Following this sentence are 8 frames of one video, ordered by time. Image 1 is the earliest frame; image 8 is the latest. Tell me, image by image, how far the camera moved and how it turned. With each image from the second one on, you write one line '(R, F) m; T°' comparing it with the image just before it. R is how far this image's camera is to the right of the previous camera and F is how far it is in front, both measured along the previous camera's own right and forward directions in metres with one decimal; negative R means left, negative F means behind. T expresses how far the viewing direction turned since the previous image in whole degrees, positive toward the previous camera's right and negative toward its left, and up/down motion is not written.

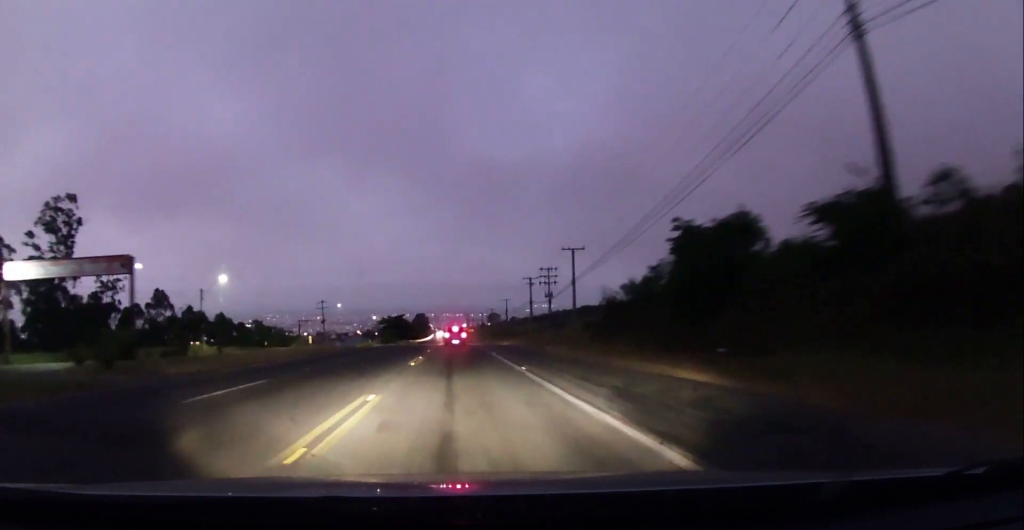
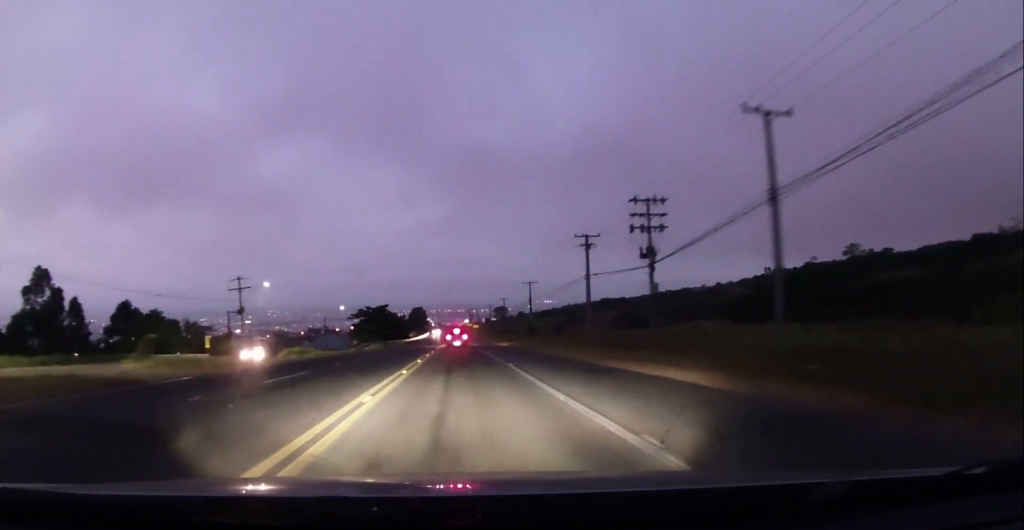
(-0.1, +44.3) m; 0°
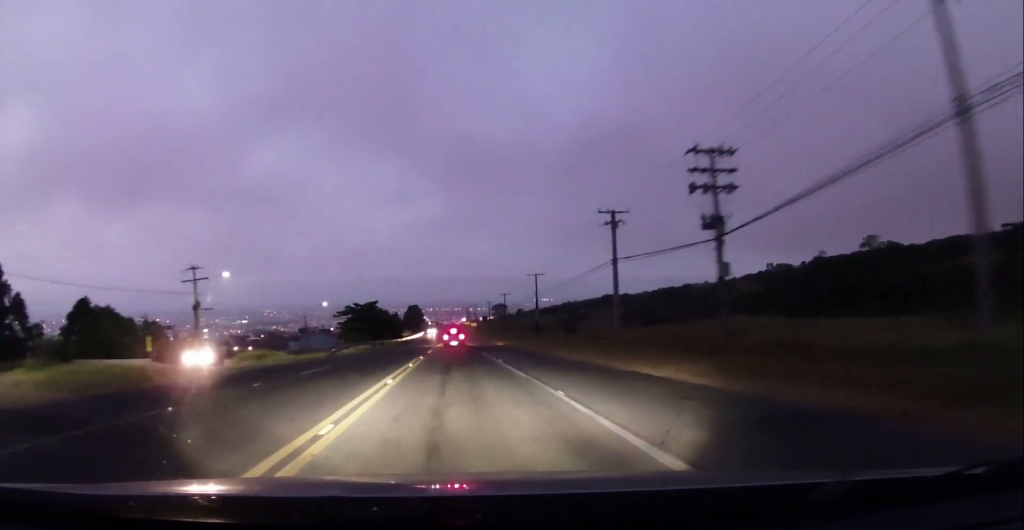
(+0.2, +11.6) m; 0°
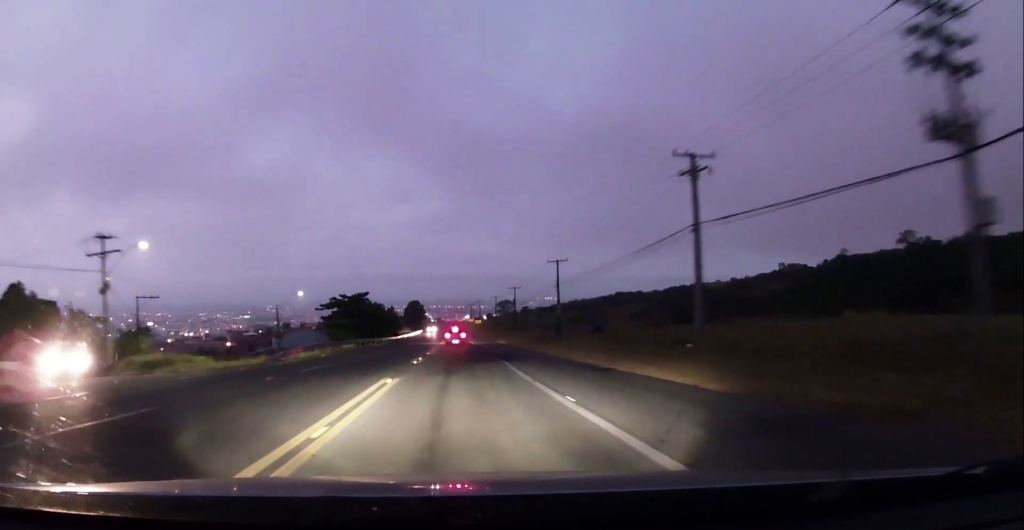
(-0.3, +16.6) m; -1°
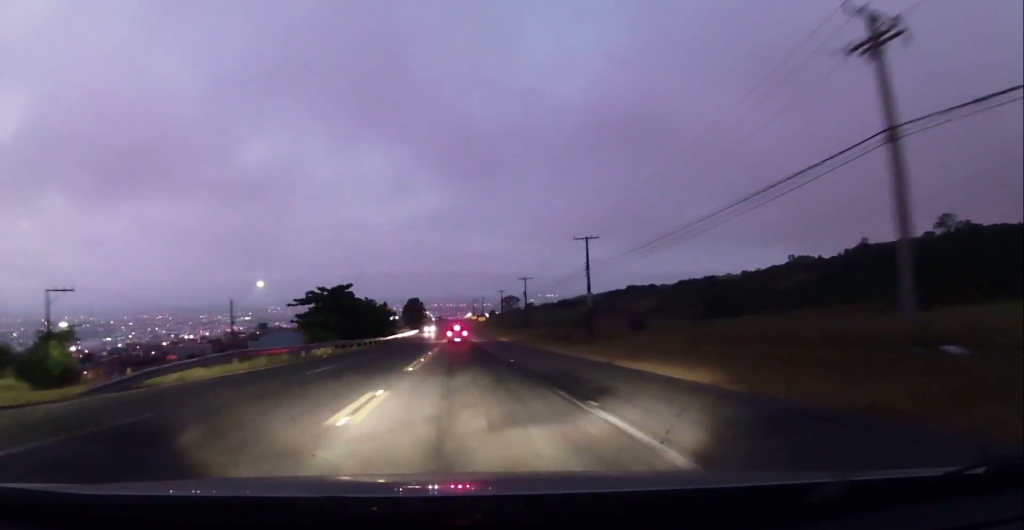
(-0.1, +16.5) m; 0°
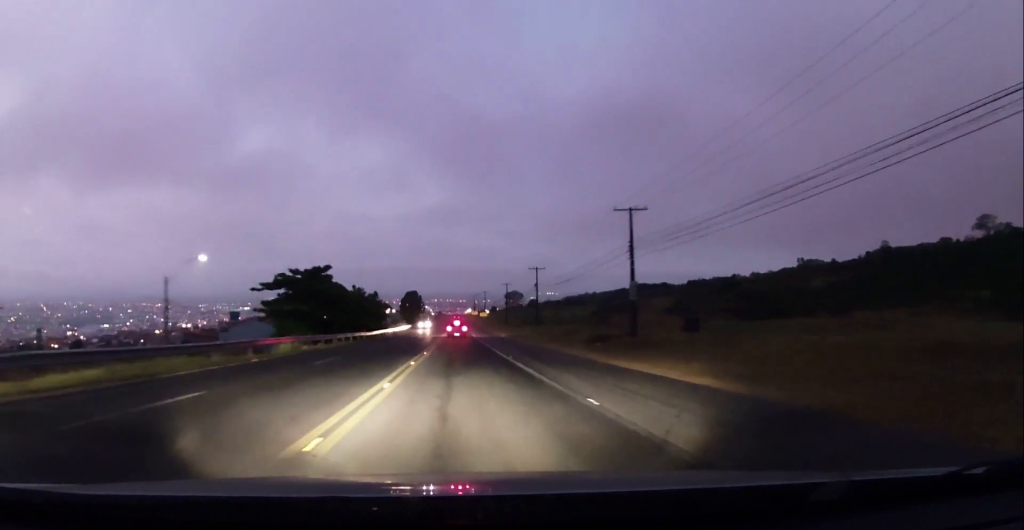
(0.0, +14.4) m; 0°
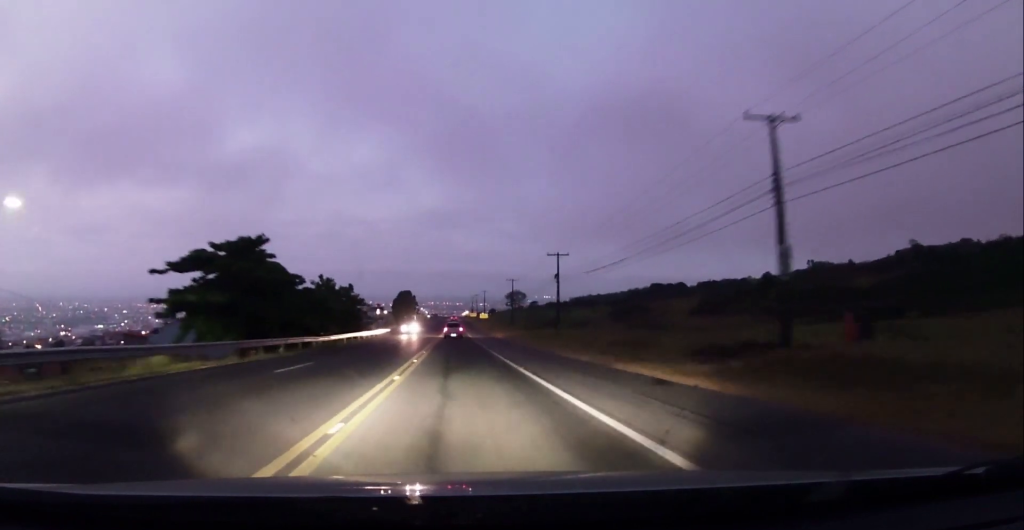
(+0.2, +21.7) m; -1°
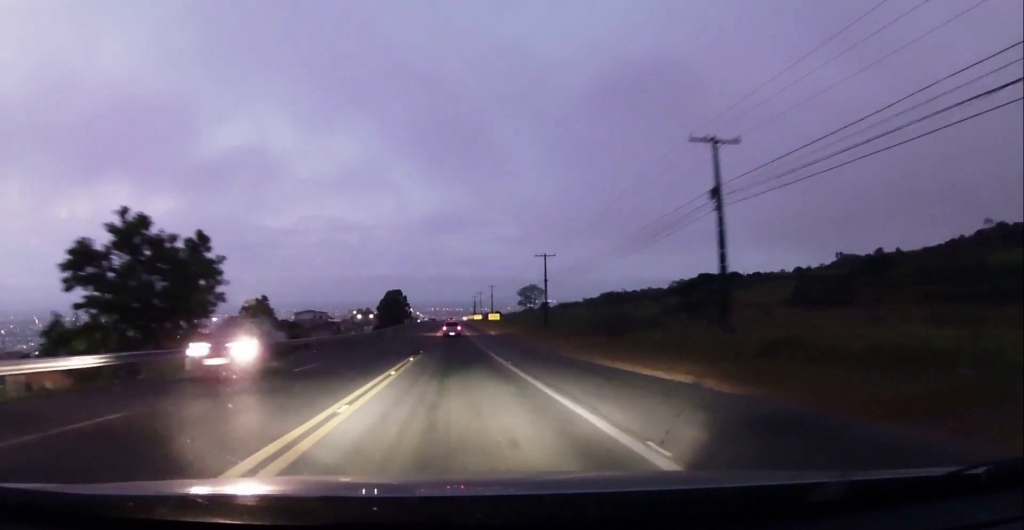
(+0.7, +45.9) m; +1°
